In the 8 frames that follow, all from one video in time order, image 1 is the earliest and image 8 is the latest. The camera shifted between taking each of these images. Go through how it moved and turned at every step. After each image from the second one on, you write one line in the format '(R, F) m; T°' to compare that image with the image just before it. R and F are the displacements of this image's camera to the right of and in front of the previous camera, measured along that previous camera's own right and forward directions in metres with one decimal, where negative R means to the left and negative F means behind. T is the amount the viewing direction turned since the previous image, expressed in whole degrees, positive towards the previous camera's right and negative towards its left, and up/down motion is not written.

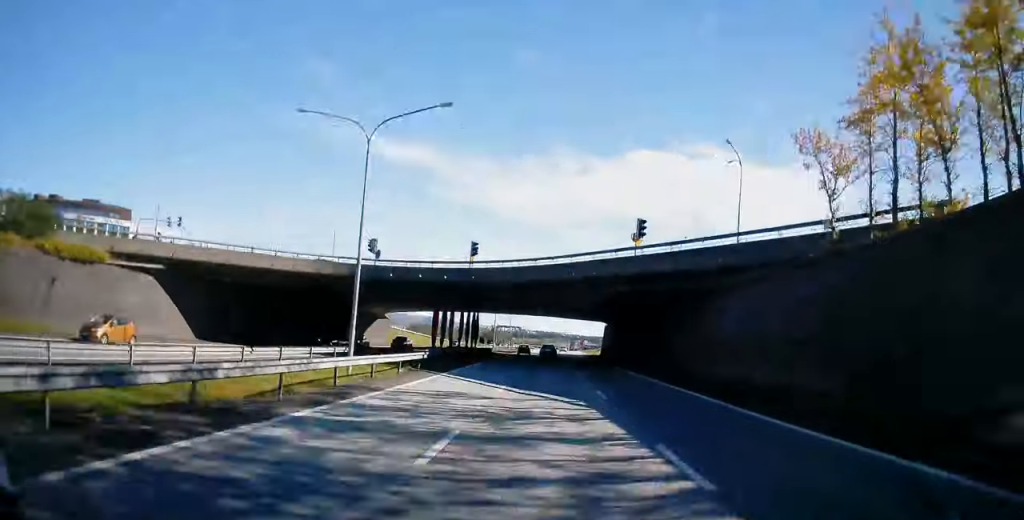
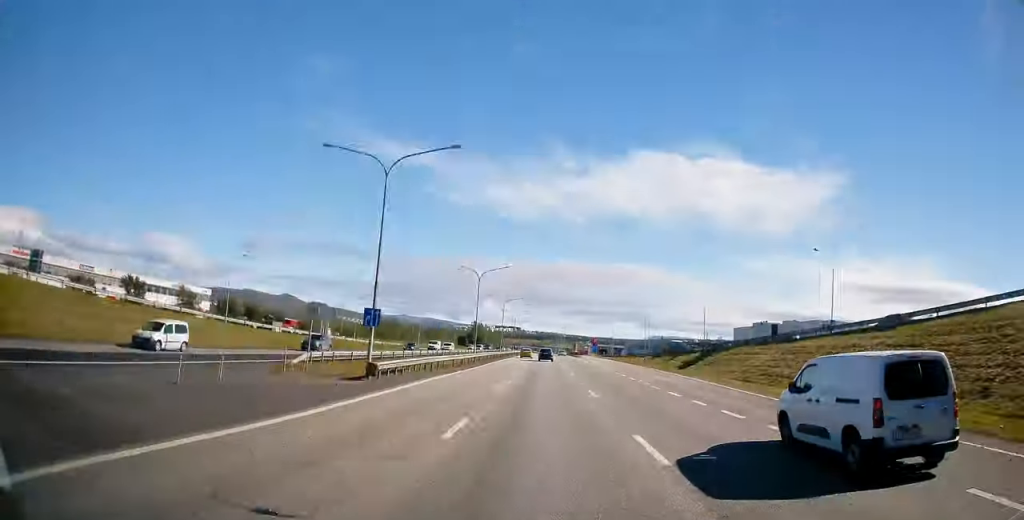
(+0.4, +108.0) m; 0°
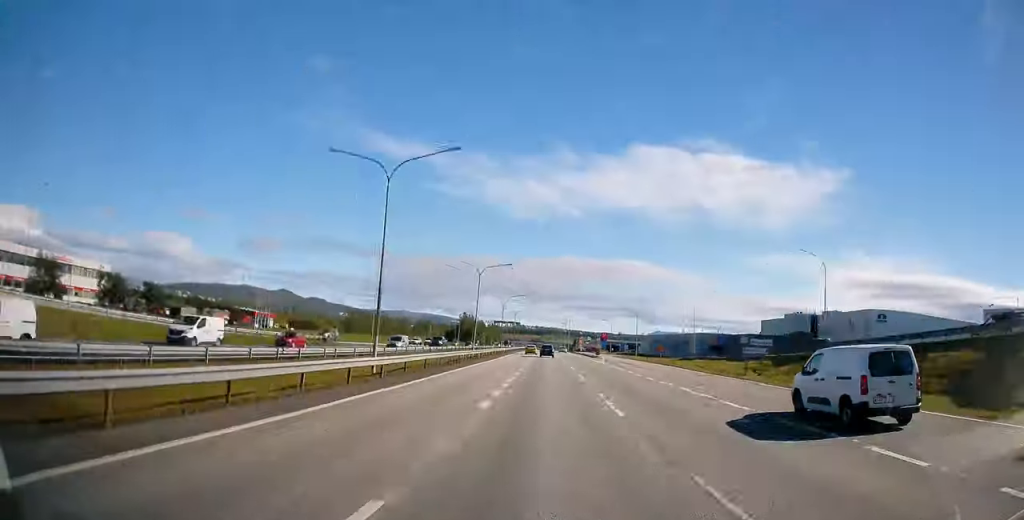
(+0.3, +44.1) m; 0°
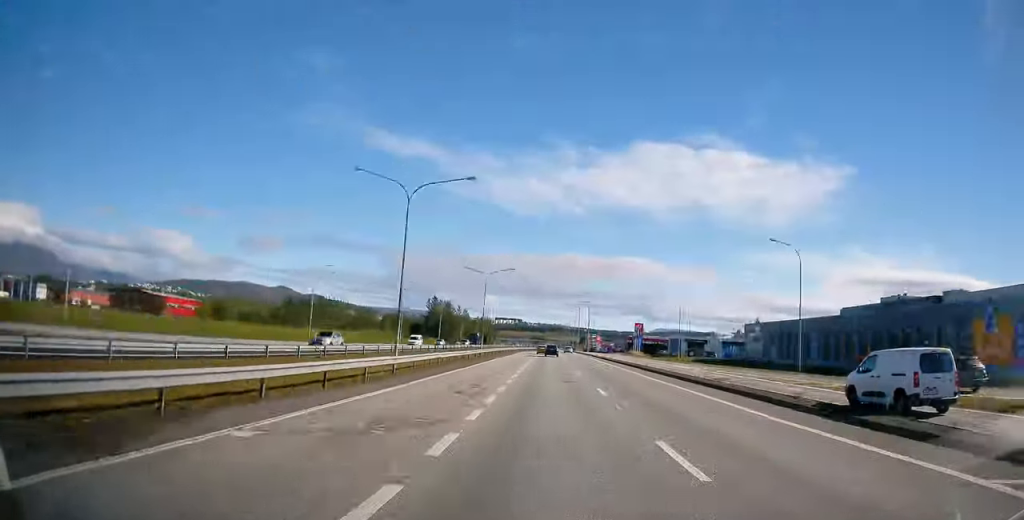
(-0.4, +83.6) m; 0°
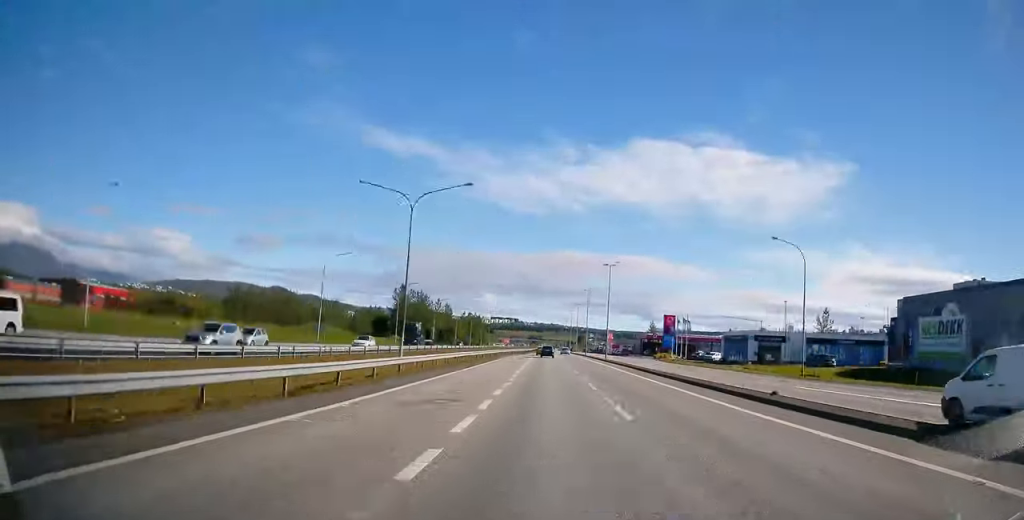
(0.0, +42.1) m; 0°
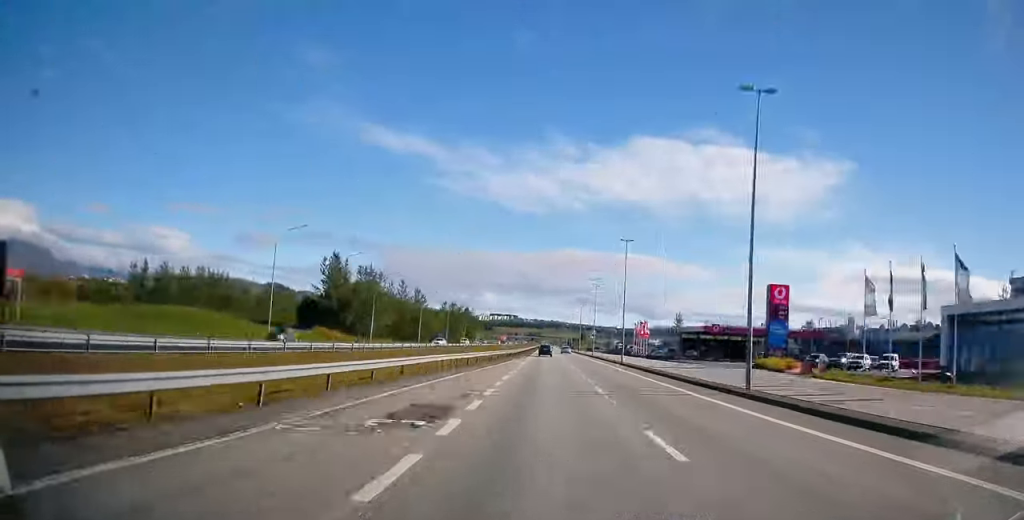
(-0.1, +54.2) m; 0°
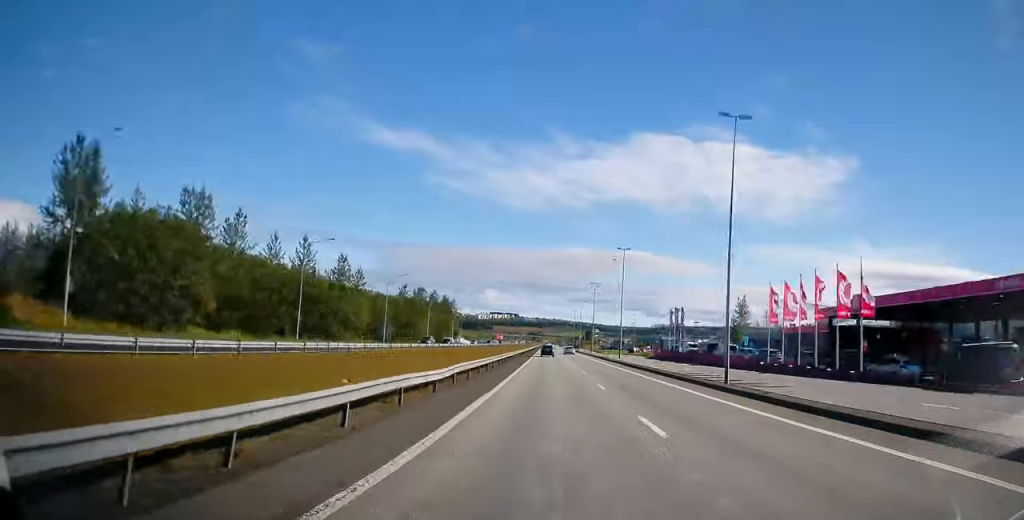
(+0.5, +69.8) m; 0°
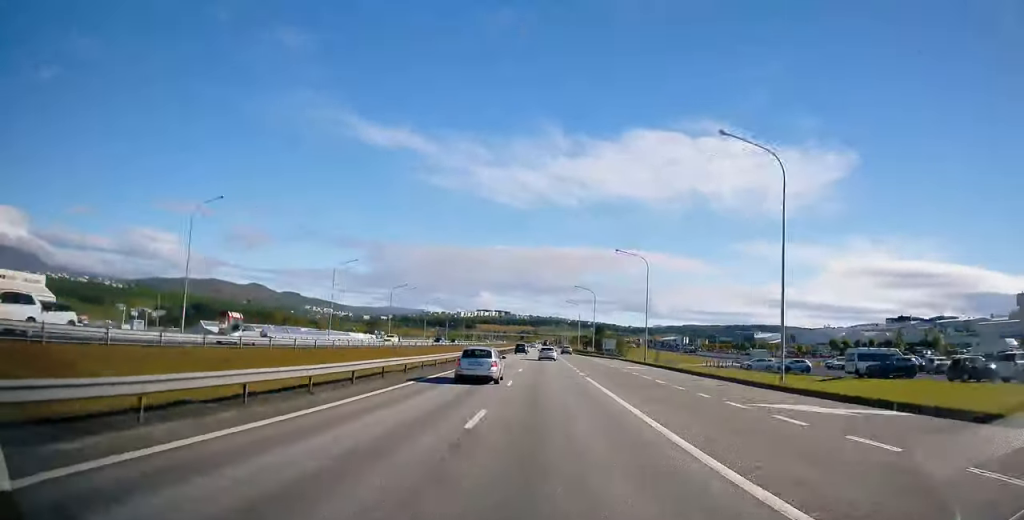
(+1.8, +257.2) m; 0°
